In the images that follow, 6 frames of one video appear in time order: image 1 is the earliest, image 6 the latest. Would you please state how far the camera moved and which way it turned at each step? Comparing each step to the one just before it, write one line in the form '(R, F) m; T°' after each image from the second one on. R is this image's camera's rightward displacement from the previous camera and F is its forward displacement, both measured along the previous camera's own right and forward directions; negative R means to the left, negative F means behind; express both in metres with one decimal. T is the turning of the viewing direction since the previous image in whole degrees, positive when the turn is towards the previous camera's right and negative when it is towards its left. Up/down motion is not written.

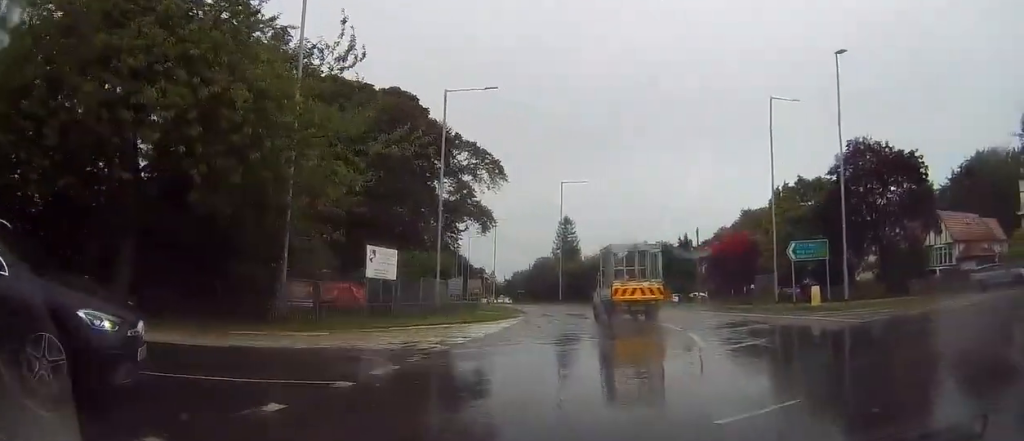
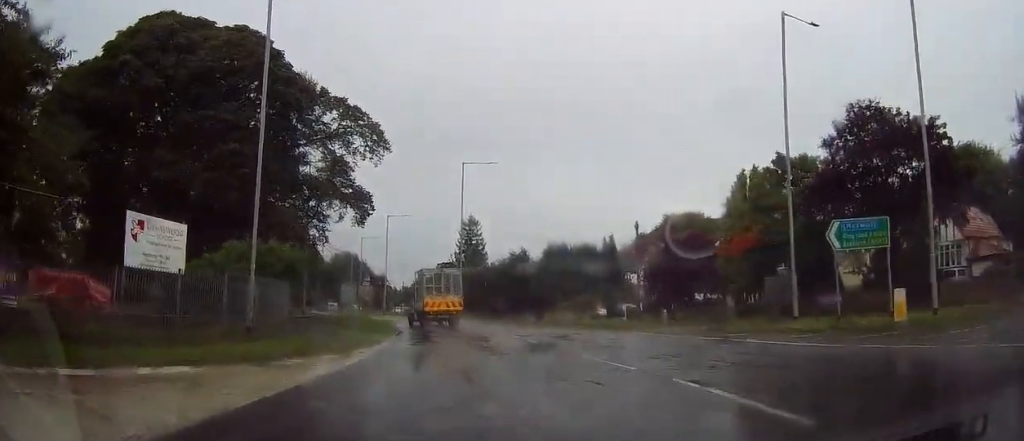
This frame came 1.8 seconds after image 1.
(+1.9, +13.8) m; +12°
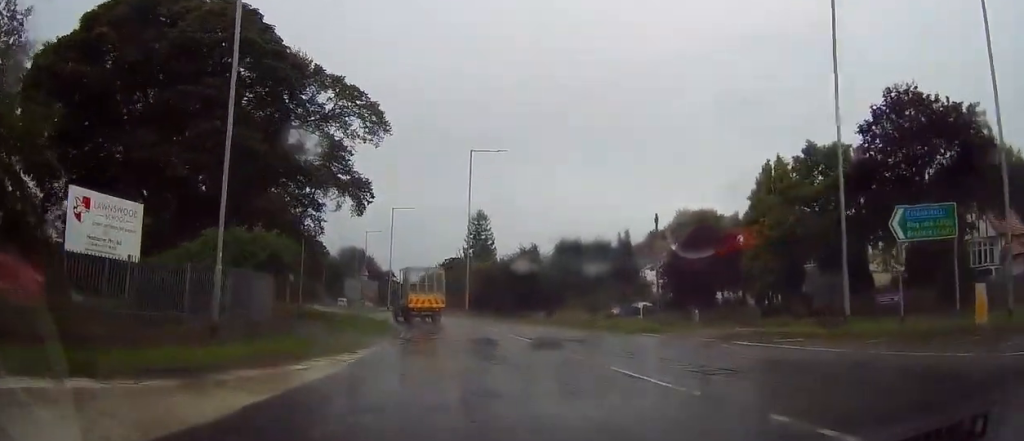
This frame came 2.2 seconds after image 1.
(+0.2, +3.3) m; +1°
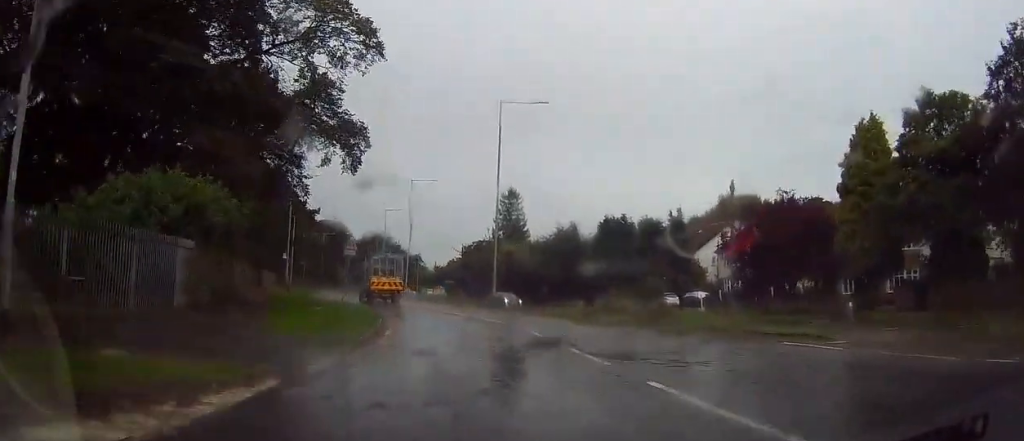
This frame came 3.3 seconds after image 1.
(-0.6, +9.9) m; -4°
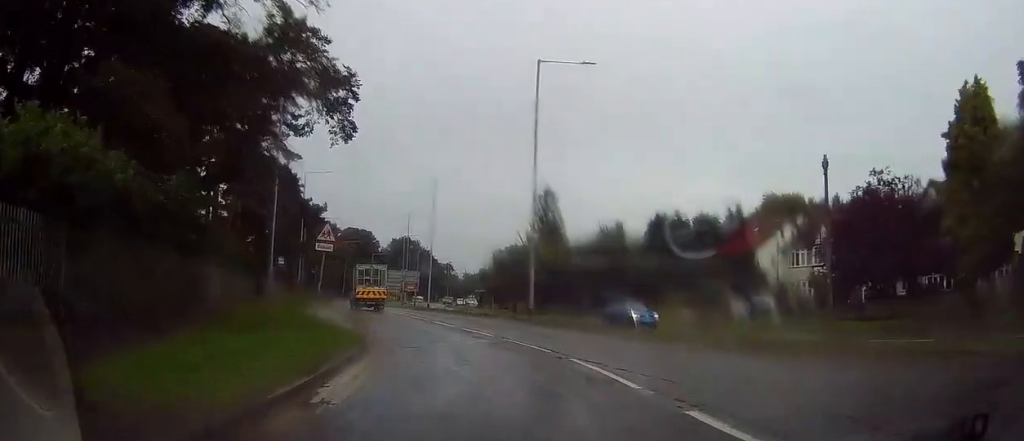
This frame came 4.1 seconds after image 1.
(+0.1, +8.0) m; -3°
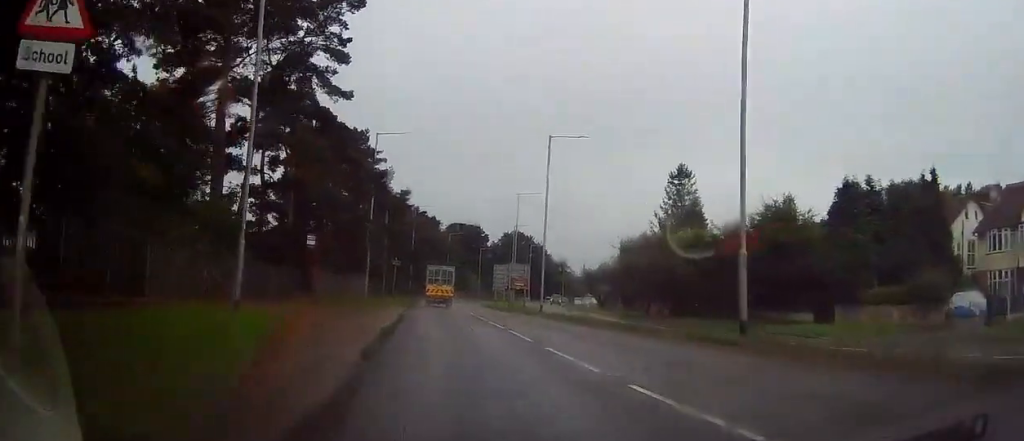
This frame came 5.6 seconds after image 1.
(-1.3, +15.2) m; -9°
